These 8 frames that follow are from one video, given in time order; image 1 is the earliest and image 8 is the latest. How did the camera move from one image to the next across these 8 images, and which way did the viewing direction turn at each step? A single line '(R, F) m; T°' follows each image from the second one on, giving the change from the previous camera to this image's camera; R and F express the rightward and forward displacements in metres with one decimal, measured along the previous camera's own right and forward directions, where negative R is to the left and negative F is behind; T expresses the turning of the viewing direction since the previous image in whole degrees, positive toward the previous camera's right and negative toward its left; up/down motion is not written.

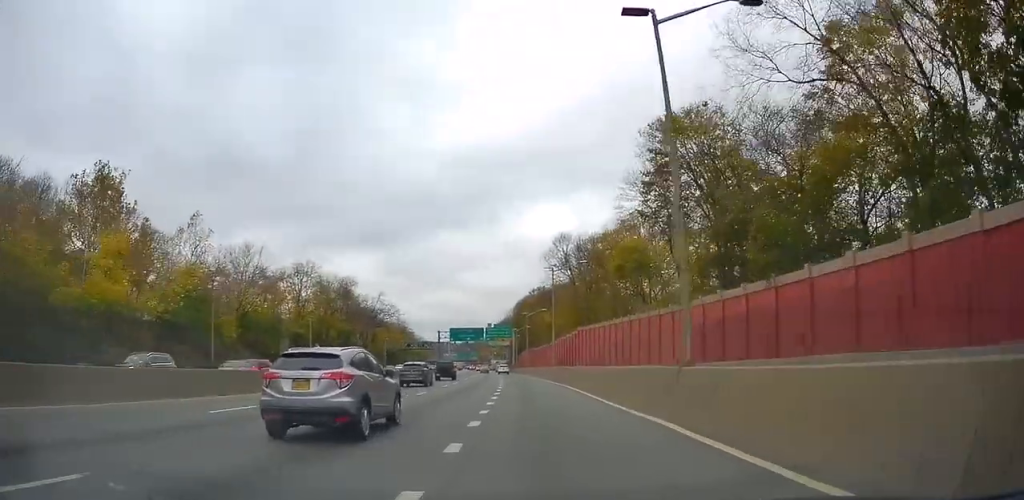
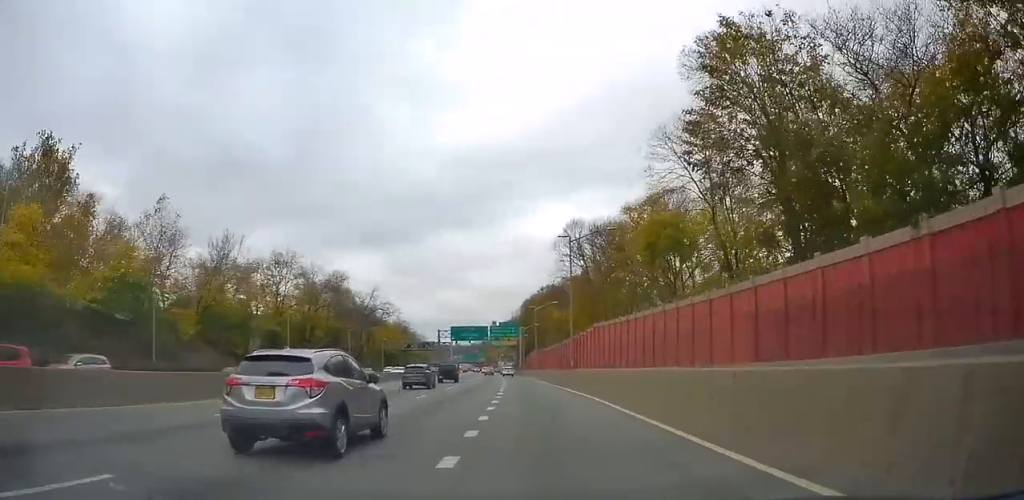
(-0.2, +12.0) m; -1°
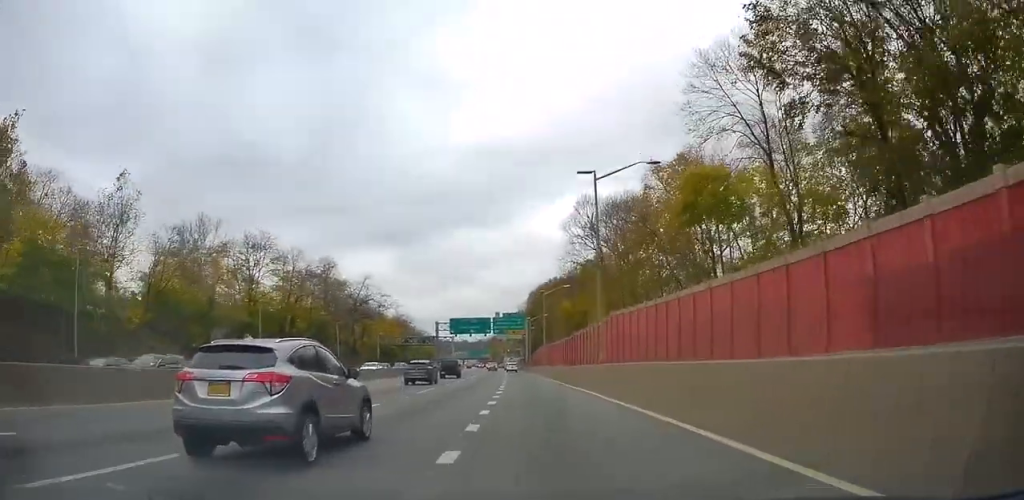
(-0.1, +11.1) m; -1°
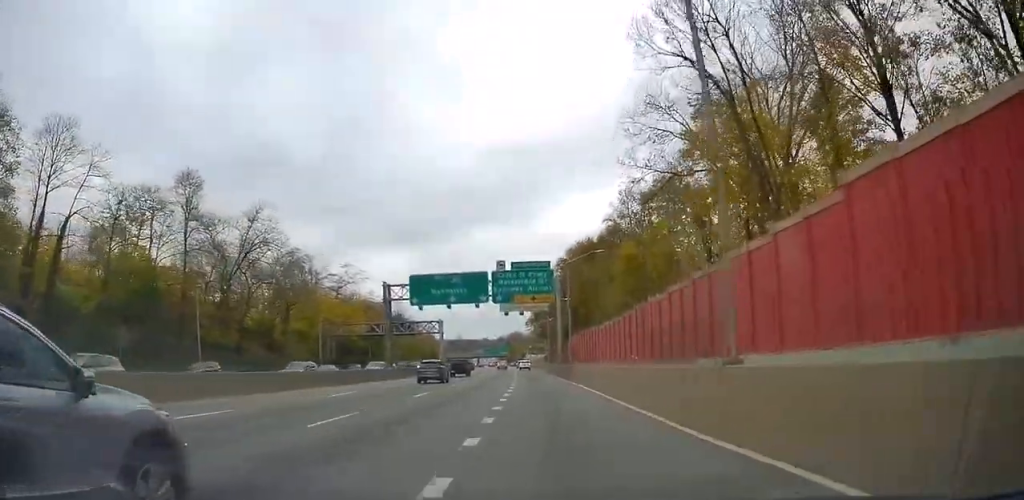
(-0.8, +53.1) m; -1°
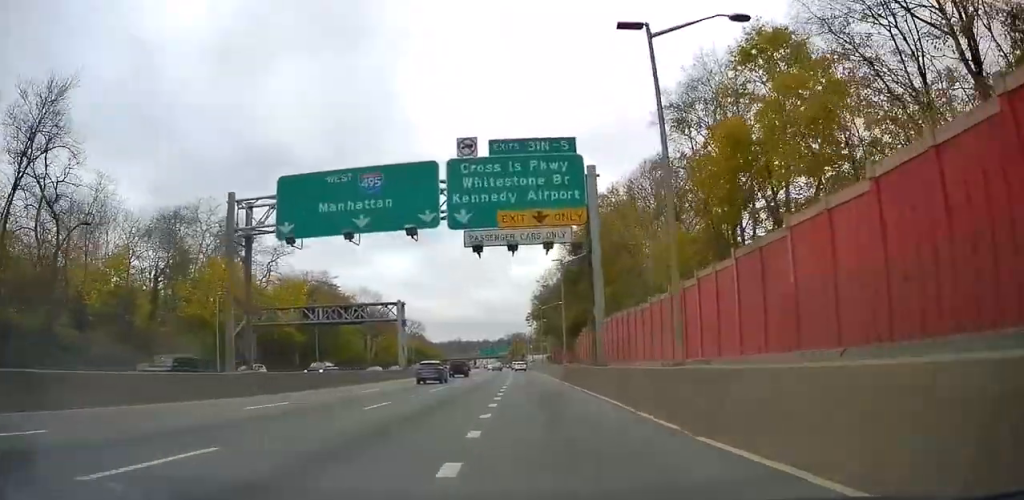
(-0.2, +31.7) m; -1°
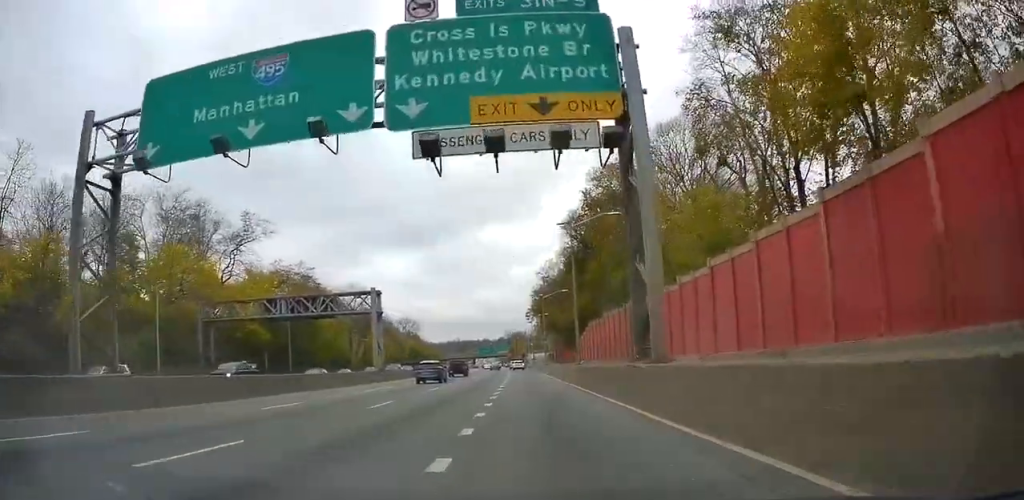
(+0.1, +11.0) m; -1°
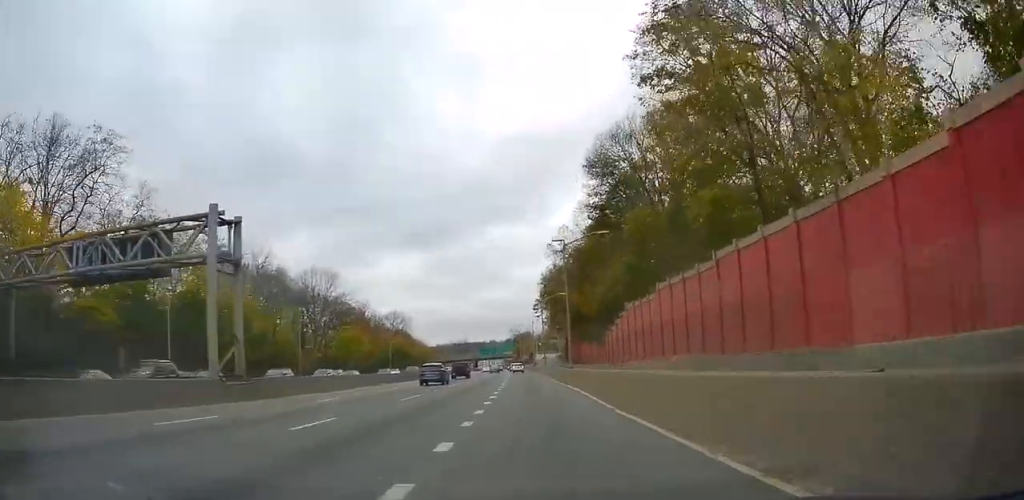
(-0.4, +30.7) m; 0°
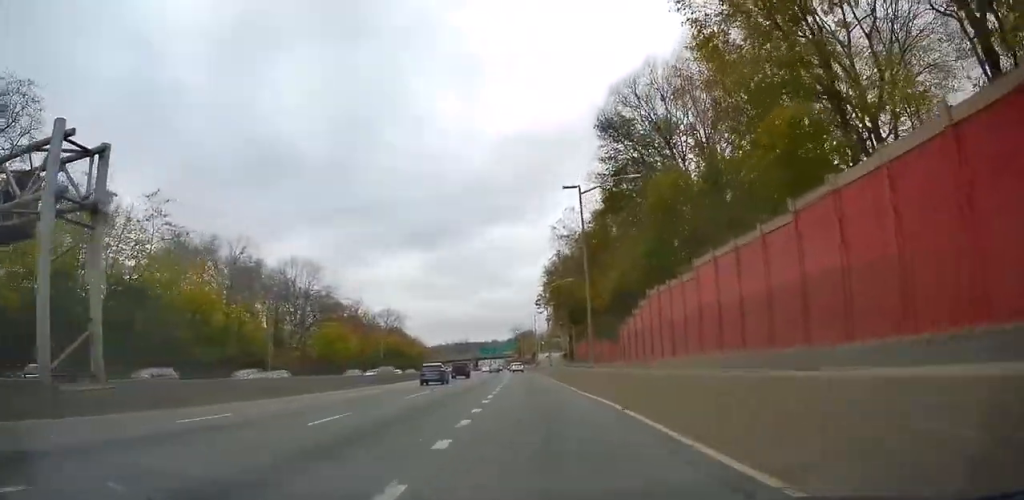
(+0.2, +11.0) m; 0°
